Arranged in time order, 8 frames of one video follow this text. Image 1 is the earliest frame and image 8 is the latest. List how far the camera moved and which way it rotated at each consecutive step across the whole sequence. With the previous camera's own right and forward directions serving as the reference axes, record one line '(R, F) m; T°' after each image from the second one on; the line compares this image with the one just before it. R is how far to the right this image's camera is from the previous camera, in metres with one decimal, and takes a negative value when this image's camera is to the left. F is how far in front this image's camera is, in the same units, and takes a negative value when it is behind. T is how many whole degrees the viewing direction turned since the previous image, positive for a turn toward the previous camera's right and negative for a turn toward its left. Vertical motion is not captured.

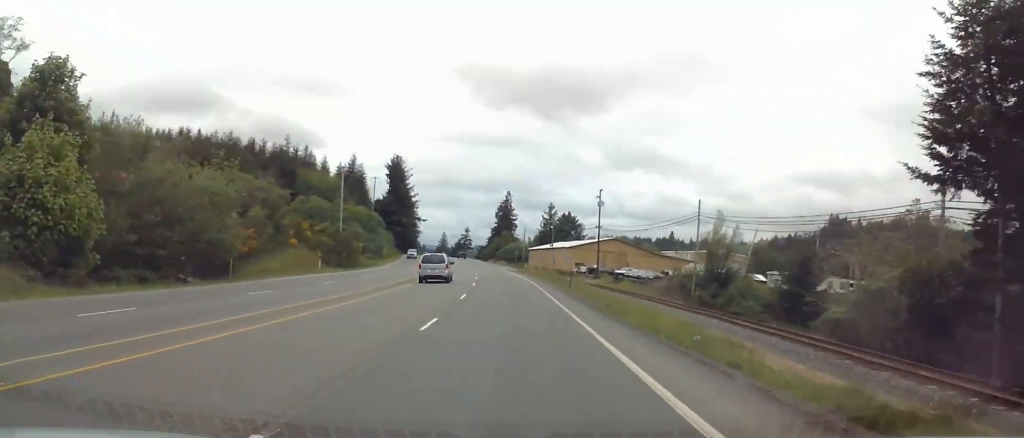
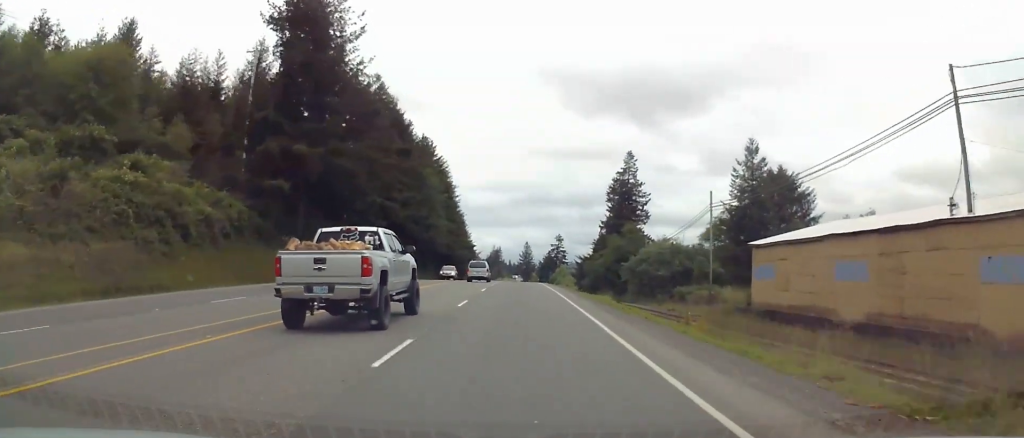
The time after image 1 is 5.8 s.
(-4.1, +137.1) m; -5°
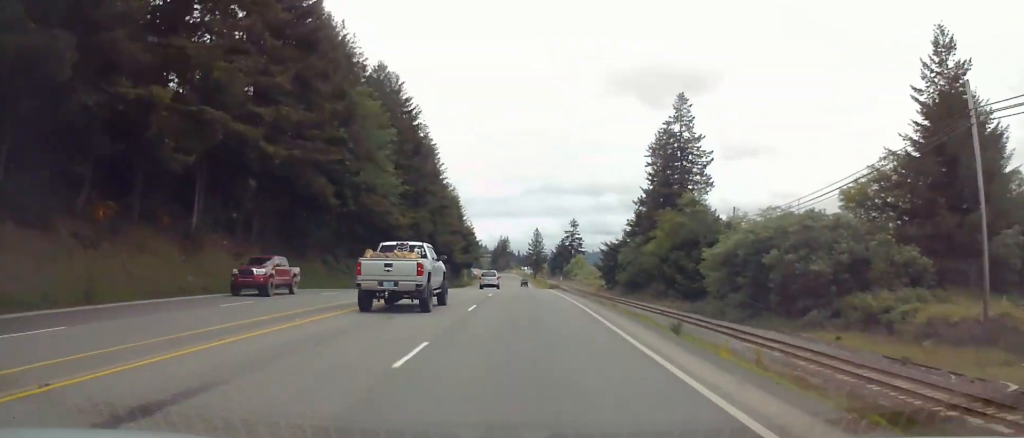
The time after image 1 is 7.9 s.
(-1.0, +48.7) m; -1°
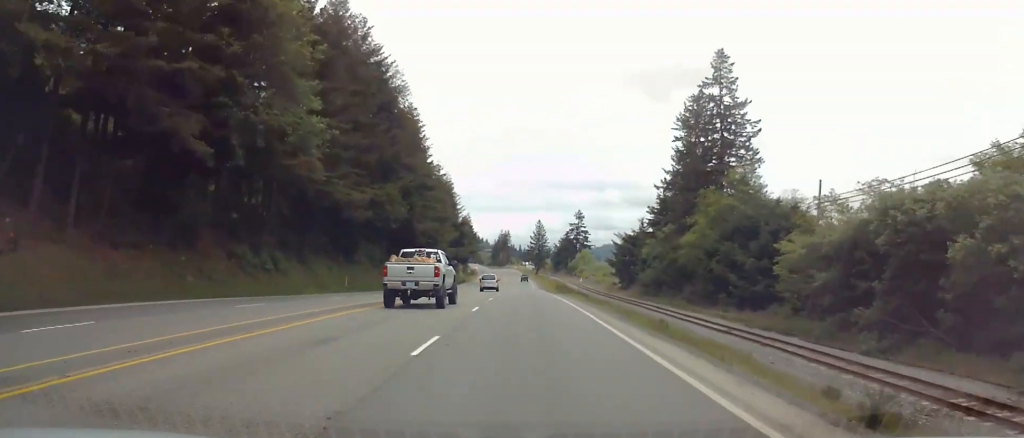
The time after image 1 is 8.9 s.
(0.0, +23.6) m; 0°
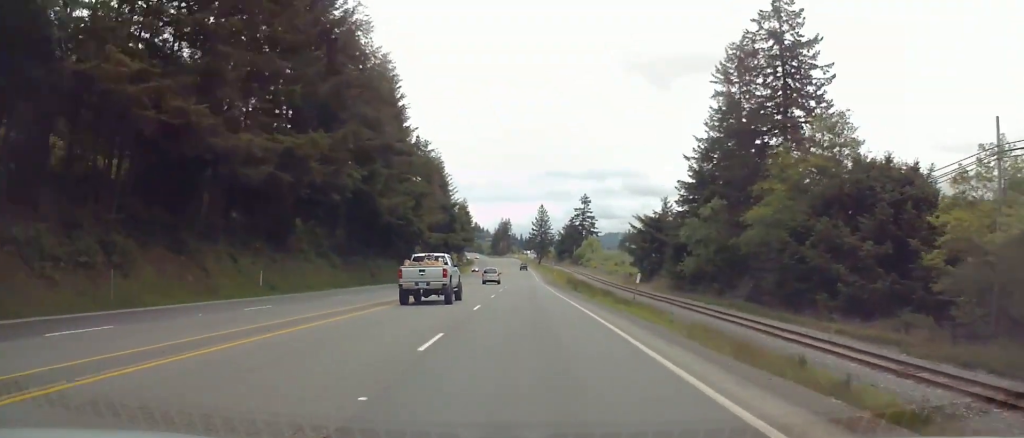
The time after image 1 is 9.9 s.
(0.0, +23.7) m; 0°
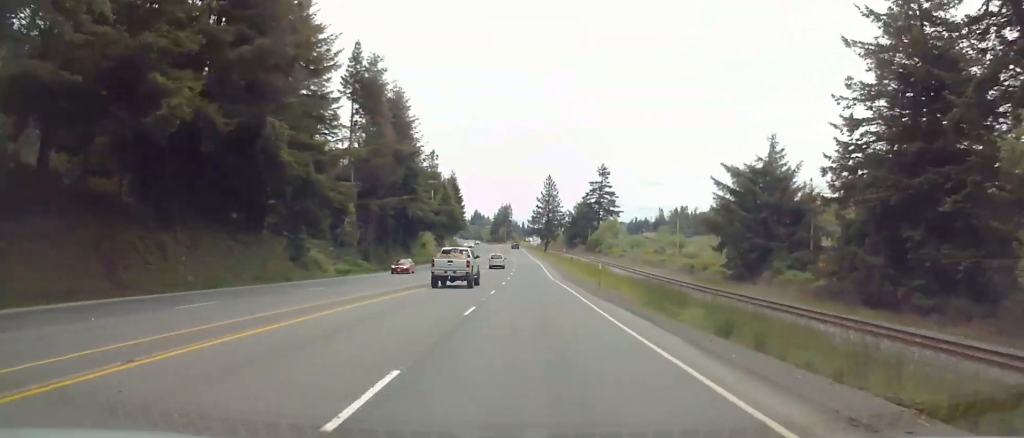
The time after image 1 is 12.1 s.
(-0.5, +54.1) m; -1°
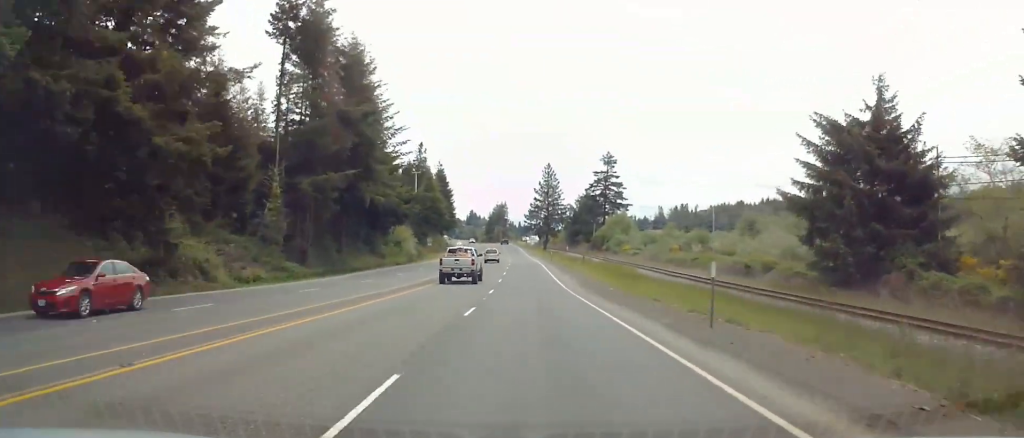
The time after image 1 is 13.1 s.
(-0.1, +24.1) m; -1°
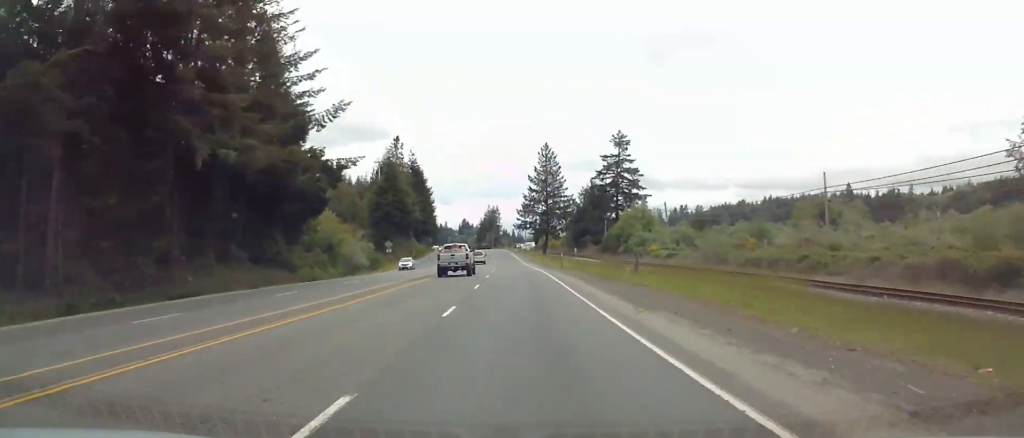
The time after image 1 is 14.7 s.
(-0.3, +37.3) m; 0°
